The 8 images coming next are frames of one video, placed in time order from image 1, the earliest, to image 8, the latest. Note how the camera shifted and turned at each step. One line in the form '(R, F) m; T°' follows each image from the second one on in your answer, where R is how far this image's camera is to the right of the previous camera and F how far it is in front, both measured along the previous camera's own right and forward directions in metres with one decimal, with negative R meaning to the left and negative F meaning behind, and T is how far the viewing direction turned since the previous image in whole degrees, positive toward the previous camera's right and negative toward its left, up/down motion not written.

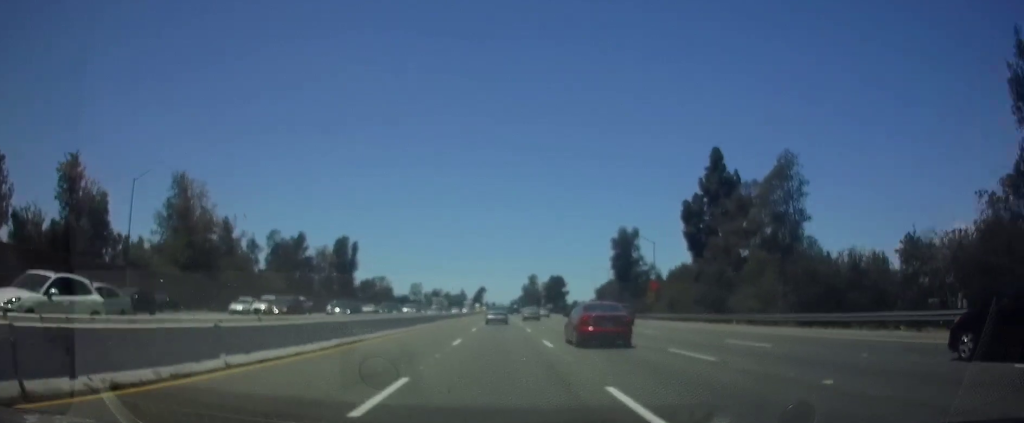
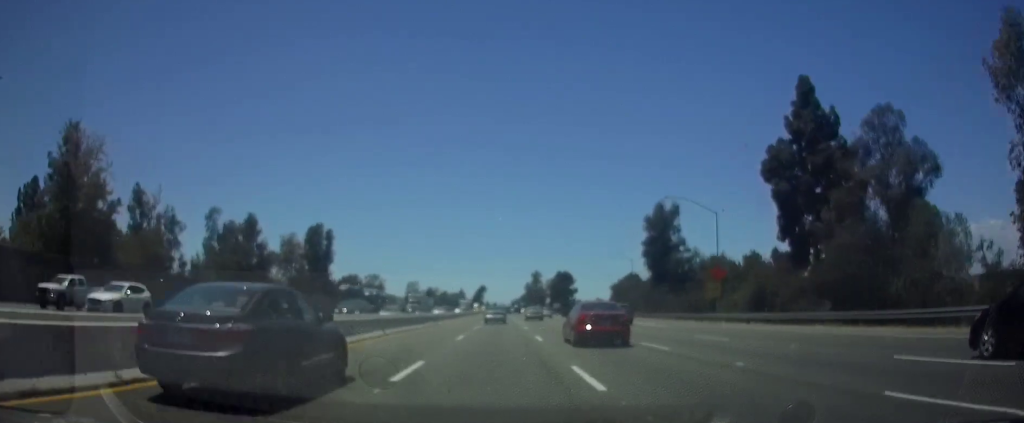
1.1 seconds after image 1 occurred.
(0.0, +25.9) m; 0°
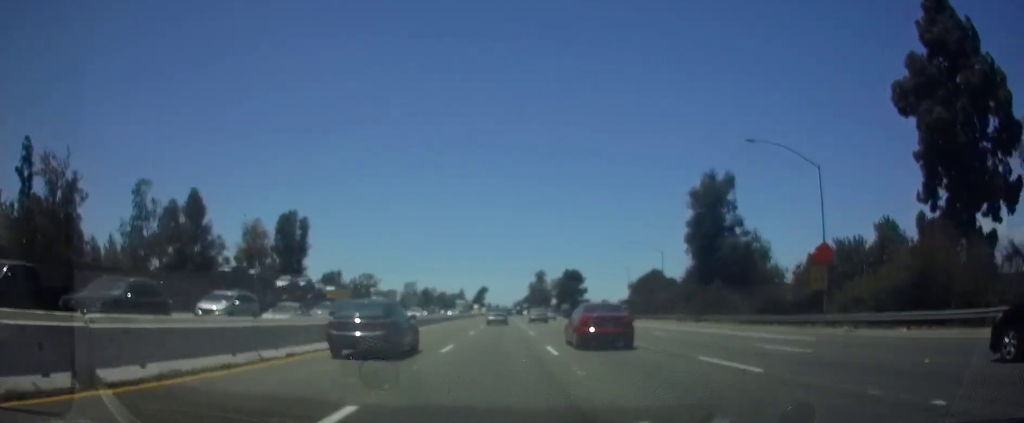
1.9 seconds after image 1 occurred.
(0.0, +21.3) m; 0°
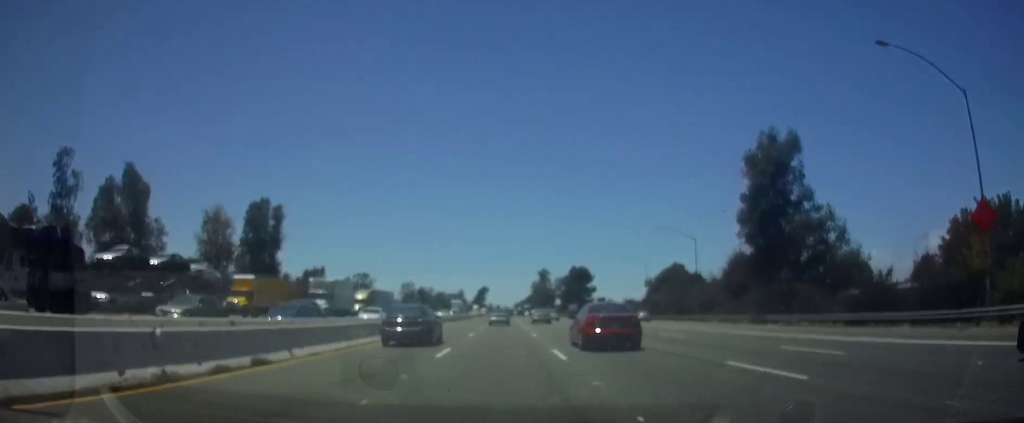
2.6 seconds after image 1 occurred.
(0.0, +16.4) m; 0°
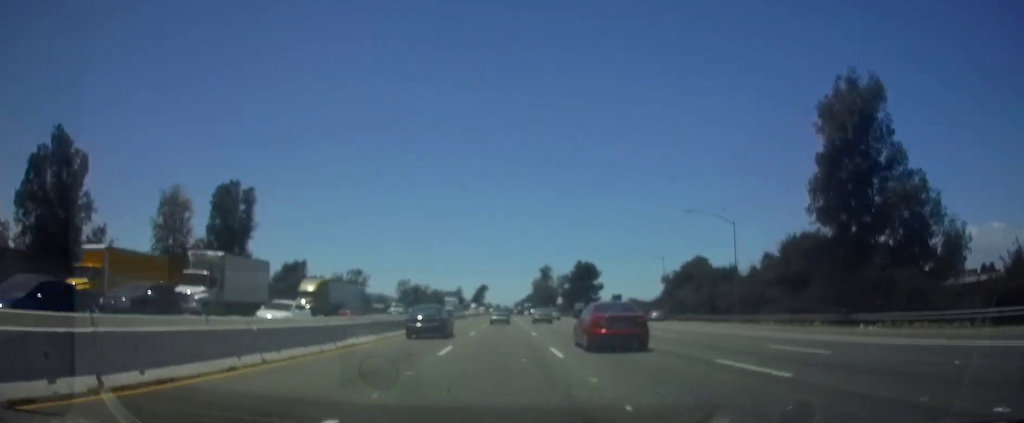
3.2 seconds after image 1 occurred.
(0.0, +13.9) m; 0°
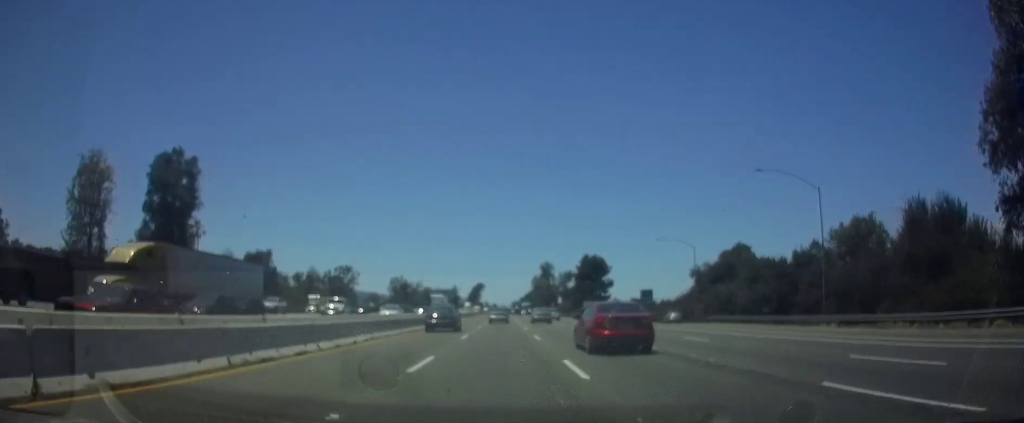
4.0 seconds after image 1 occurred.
(0.0, +19.7) m; 0°
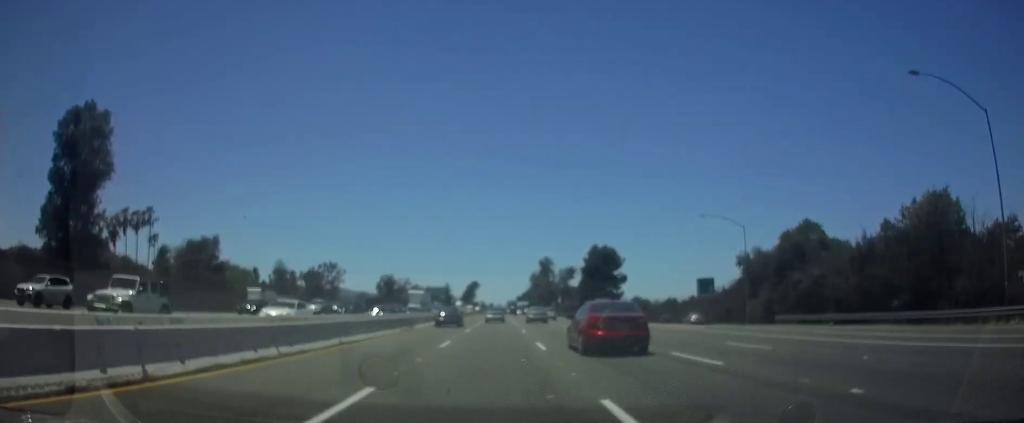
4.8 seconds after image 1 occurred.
(+0.1, +21.2) m; 0°
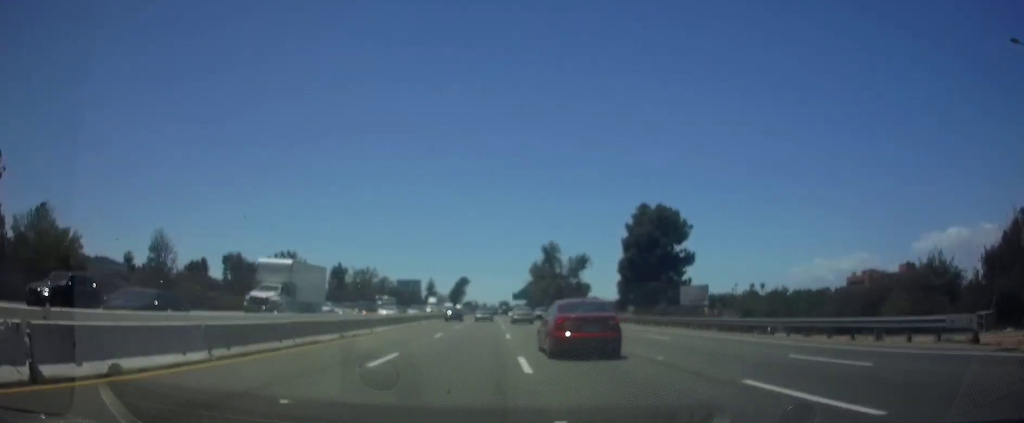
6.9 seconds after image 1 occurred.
(+0.4, +50.7) m; 0°
